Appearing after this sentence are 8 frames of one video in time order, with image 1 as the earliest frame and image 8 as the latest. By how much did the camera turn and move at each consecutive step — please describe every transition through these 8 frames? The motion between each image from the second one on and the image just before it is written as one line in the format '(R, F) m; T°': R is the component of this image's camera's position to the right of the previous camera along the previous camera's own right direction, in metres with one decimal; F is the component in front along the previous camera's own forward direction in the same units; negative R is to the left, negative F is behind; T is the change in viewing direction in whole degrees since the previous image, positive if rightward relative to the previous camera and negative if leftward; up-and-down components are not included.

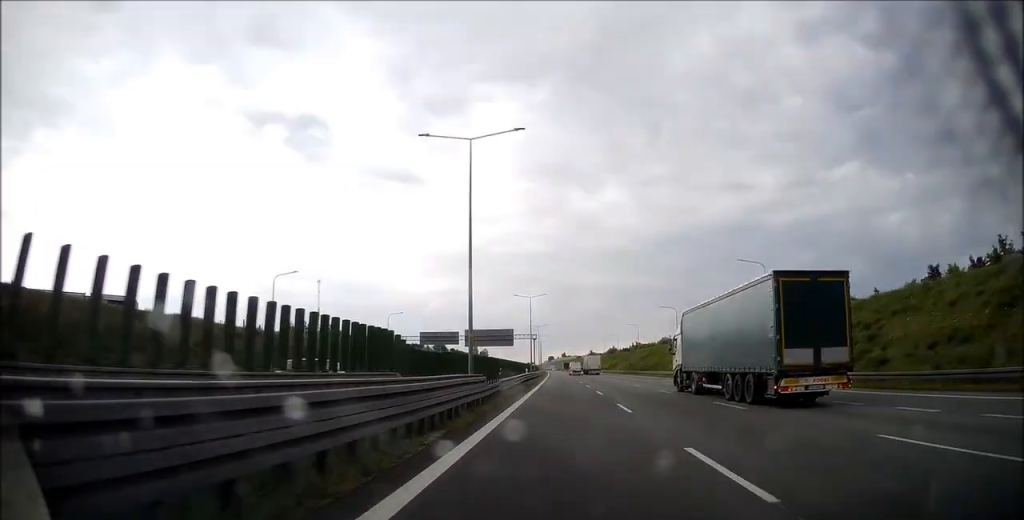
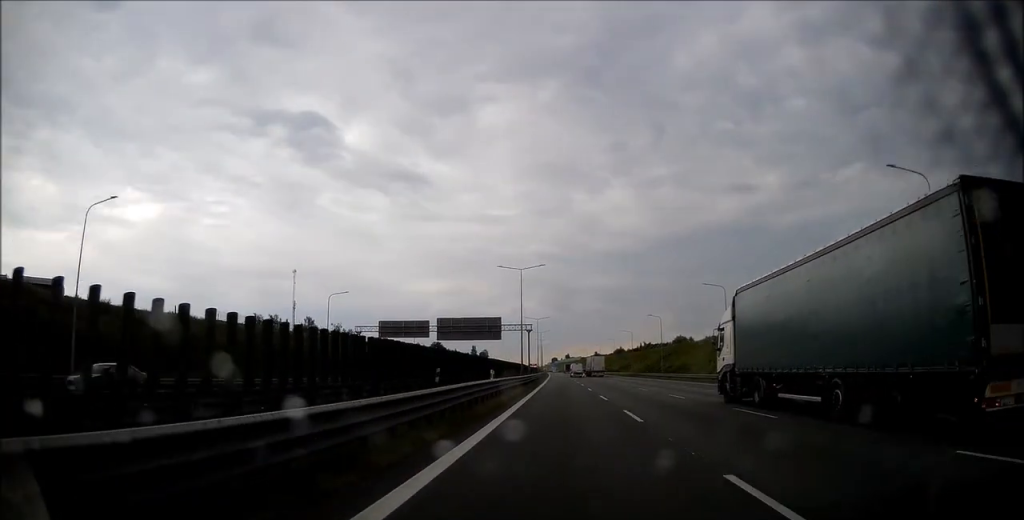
(-0.3, +26.5) m; -1°
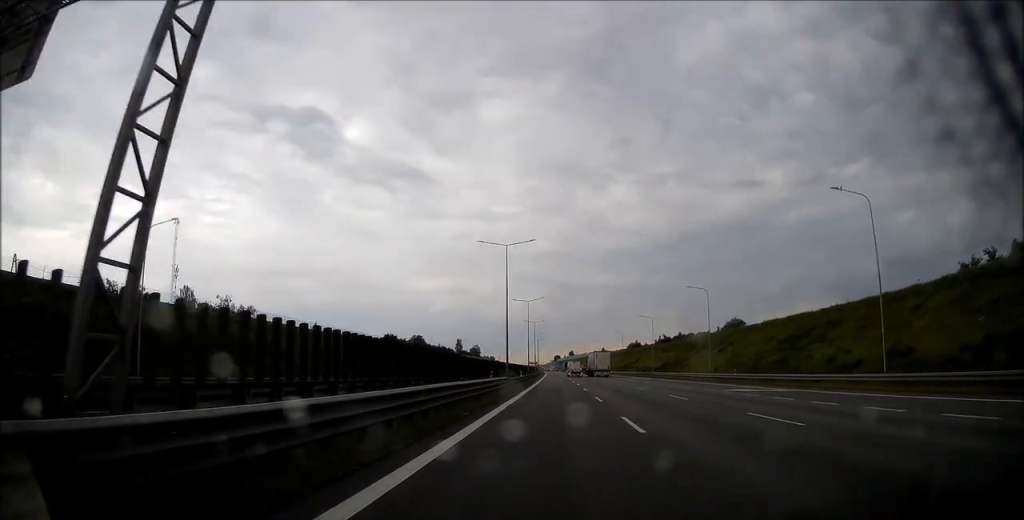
(0.0, +74.8) m; 0°
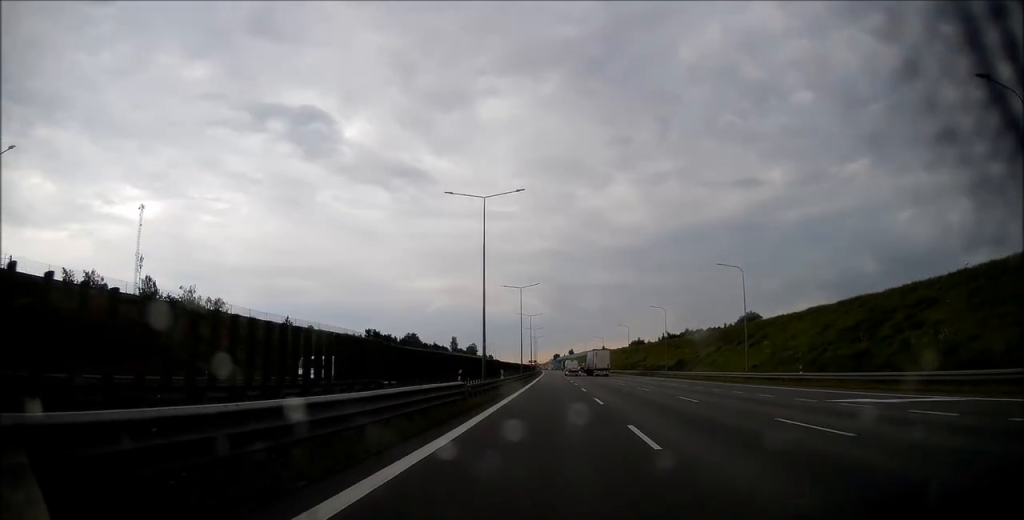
(0.0, +14.8) m; 0°
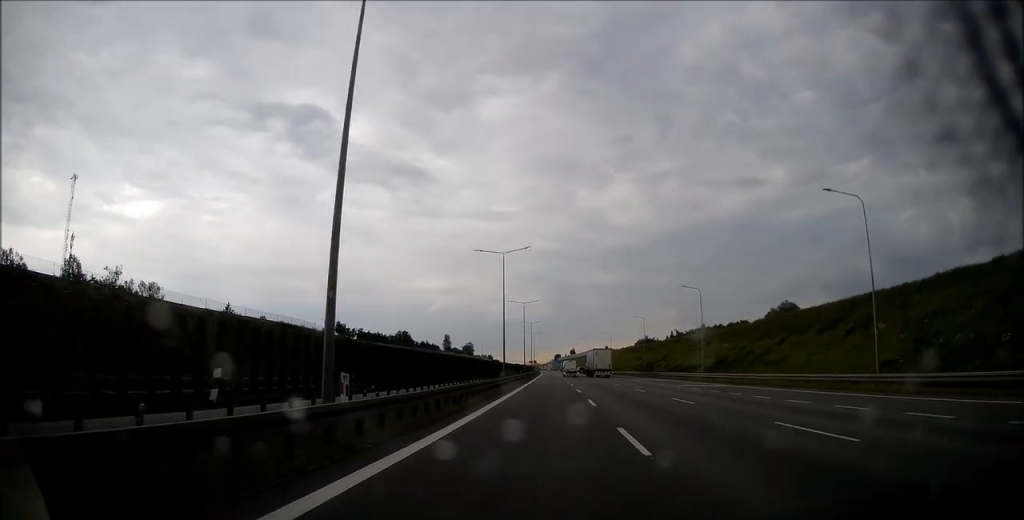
(0.0, +24.9) m; 0°
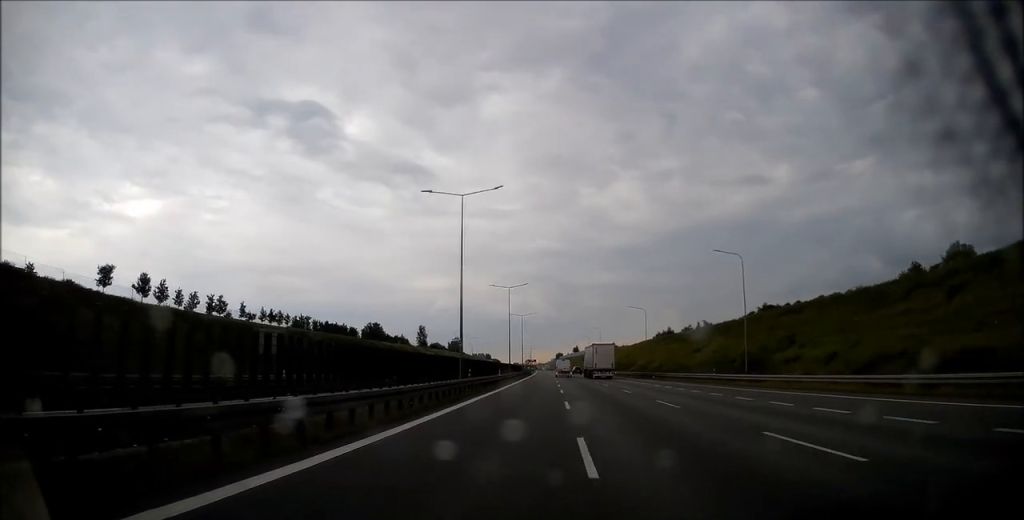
(+0.6, +62.3) m; 0°
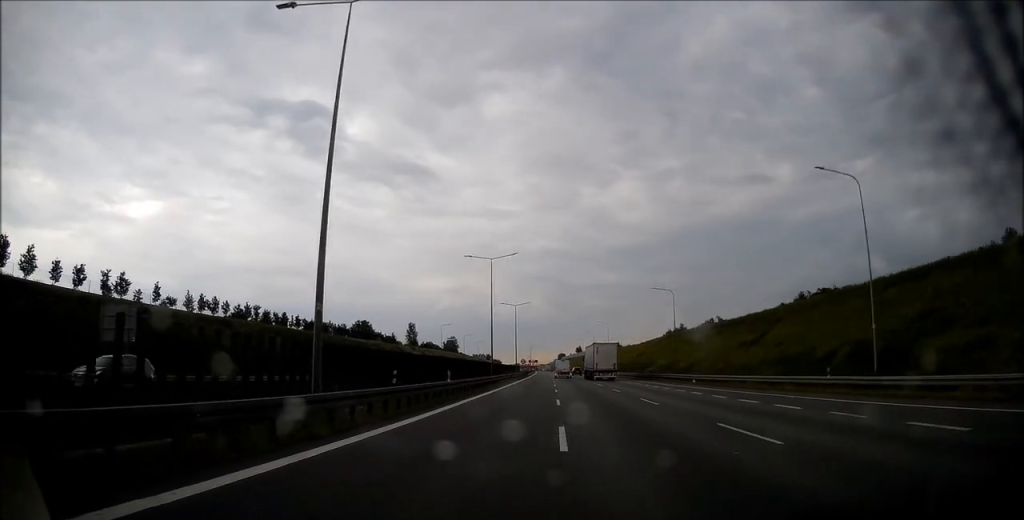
(-0.3, +21.8) m; -1°
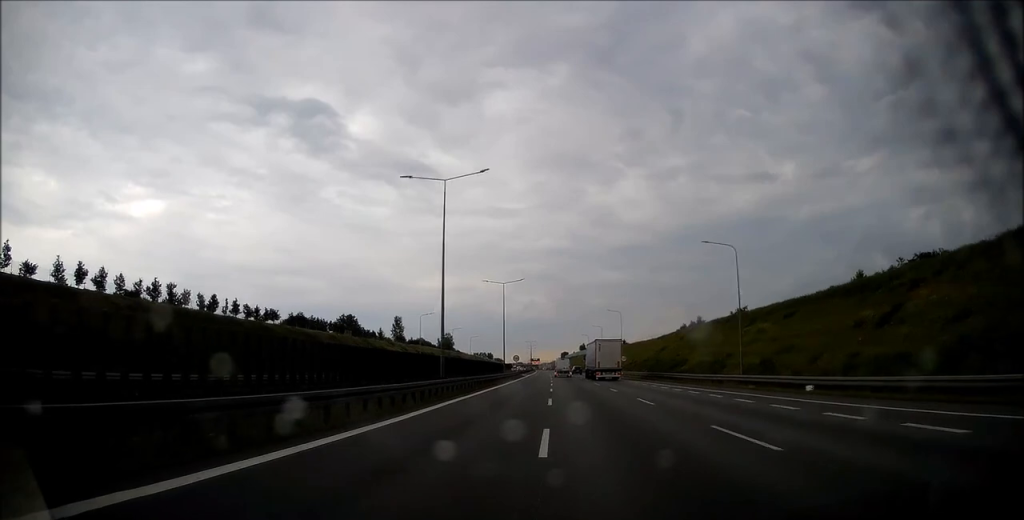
(0.0, +24.8) m; -1°
